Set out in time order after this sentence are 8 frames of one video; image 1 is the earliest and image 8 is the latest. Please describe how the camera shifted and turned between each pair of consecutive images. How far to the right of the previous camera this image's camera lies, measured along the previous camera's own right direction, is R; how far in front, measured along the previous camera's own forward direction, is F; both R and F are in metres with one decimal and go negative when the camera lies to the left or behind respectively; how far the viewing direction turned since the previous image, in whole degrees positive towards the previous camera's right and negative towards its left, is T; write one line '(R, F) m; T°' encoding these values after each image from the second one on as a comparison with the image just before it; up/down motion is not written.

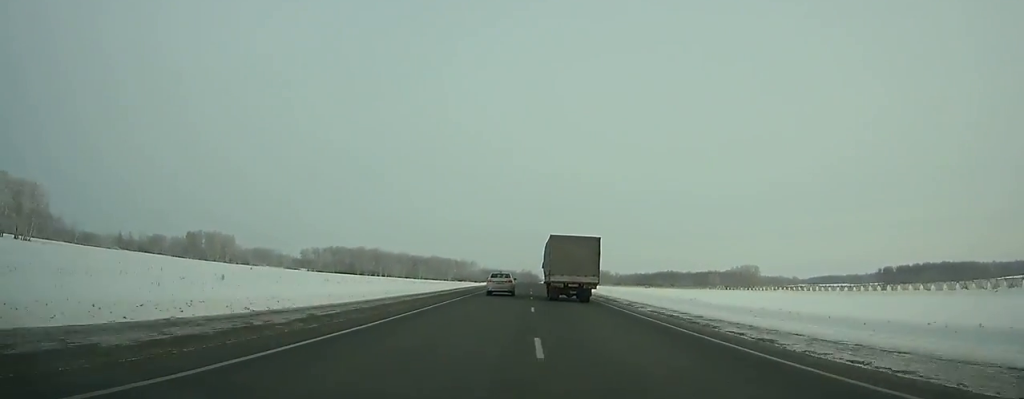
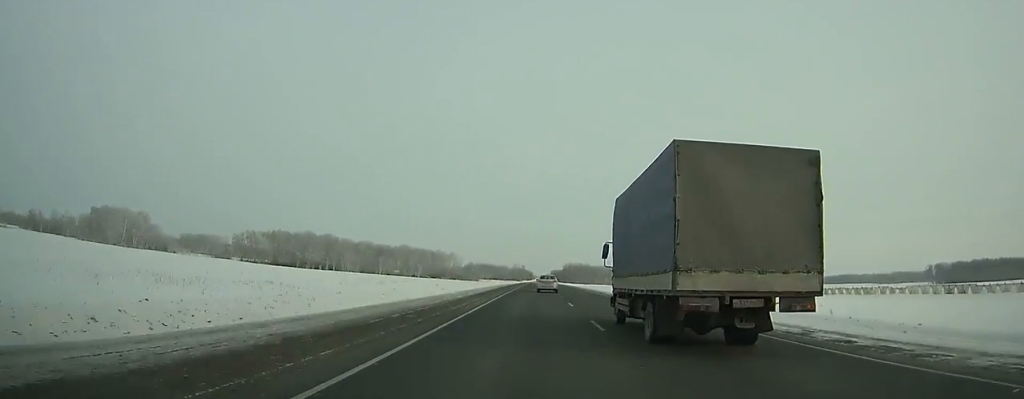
(+0.9, +118.5) m; +1°
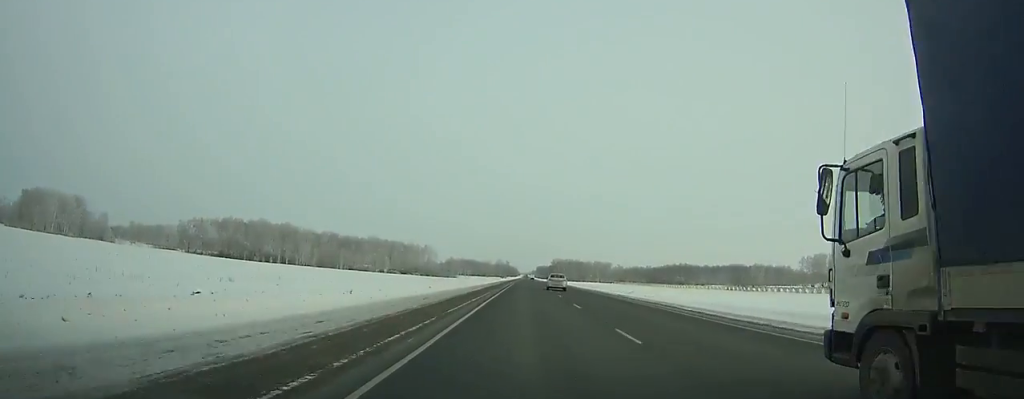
(+0.4, +52.4) m; +1°
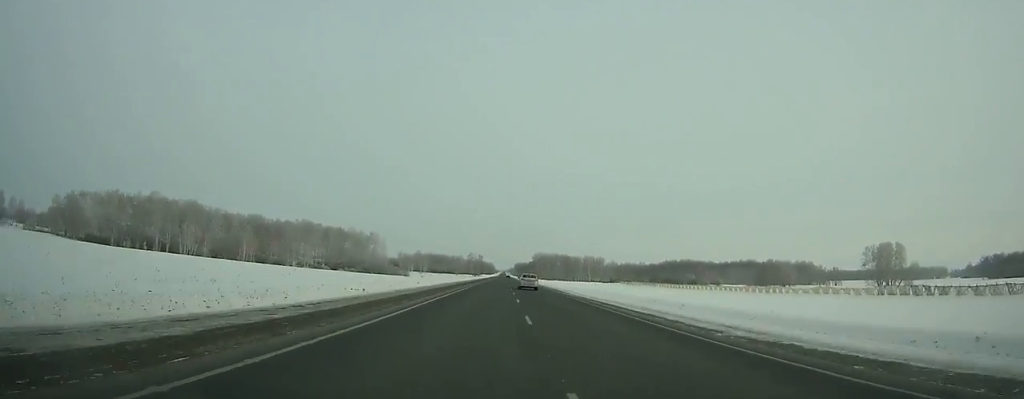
(+1.5, +90.5) m; +1°
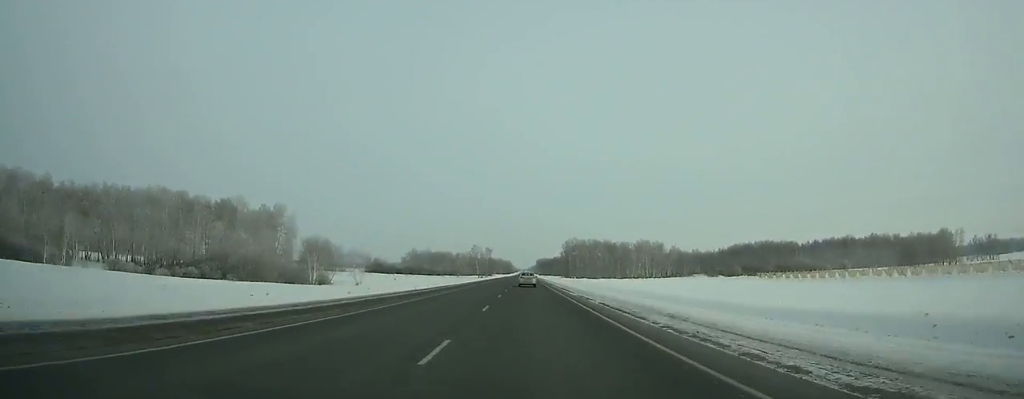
(+0.1, +140.3) m; 0°
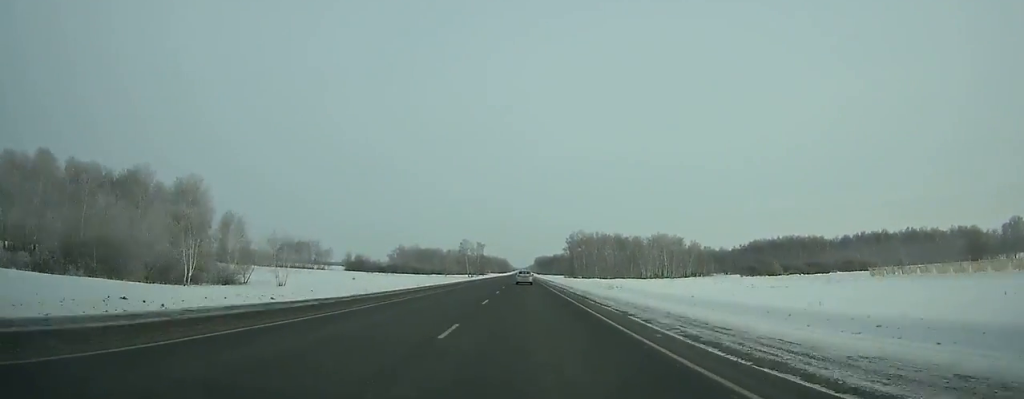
(-0.1, +45.2) m; 0°
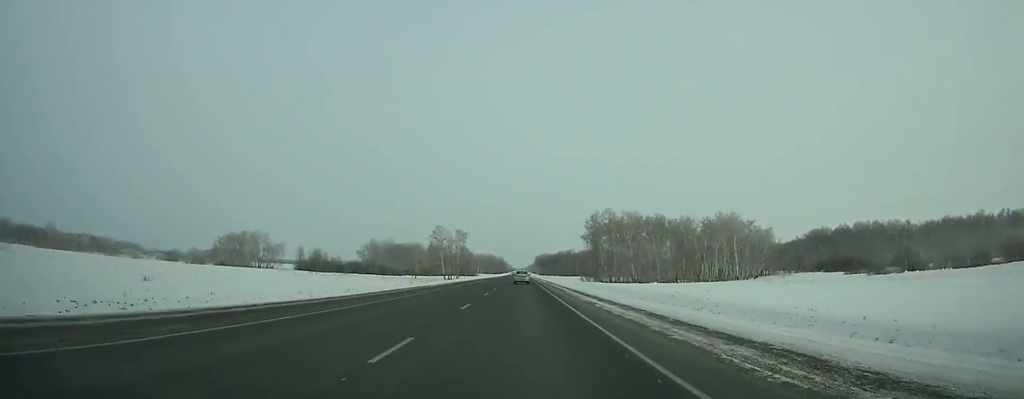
(0.0, +86.4) m; 0°
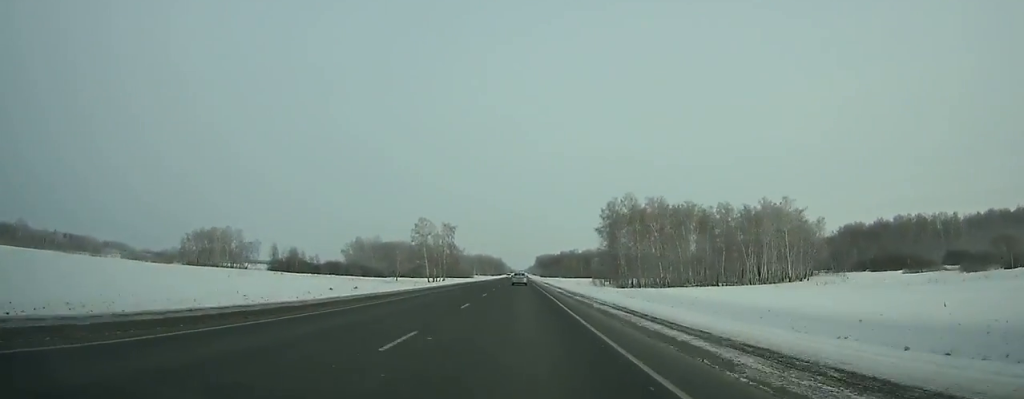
(0.0, +35.9) m; 0°
